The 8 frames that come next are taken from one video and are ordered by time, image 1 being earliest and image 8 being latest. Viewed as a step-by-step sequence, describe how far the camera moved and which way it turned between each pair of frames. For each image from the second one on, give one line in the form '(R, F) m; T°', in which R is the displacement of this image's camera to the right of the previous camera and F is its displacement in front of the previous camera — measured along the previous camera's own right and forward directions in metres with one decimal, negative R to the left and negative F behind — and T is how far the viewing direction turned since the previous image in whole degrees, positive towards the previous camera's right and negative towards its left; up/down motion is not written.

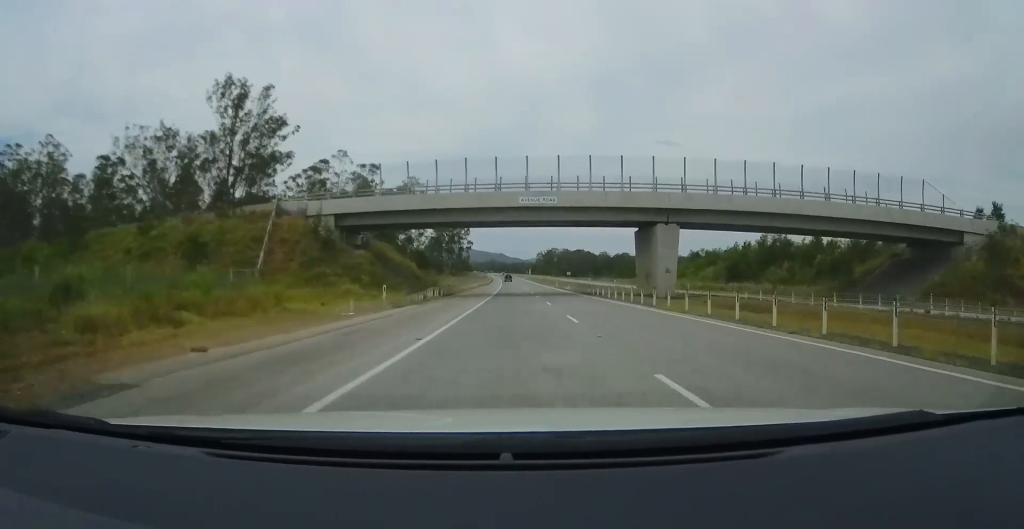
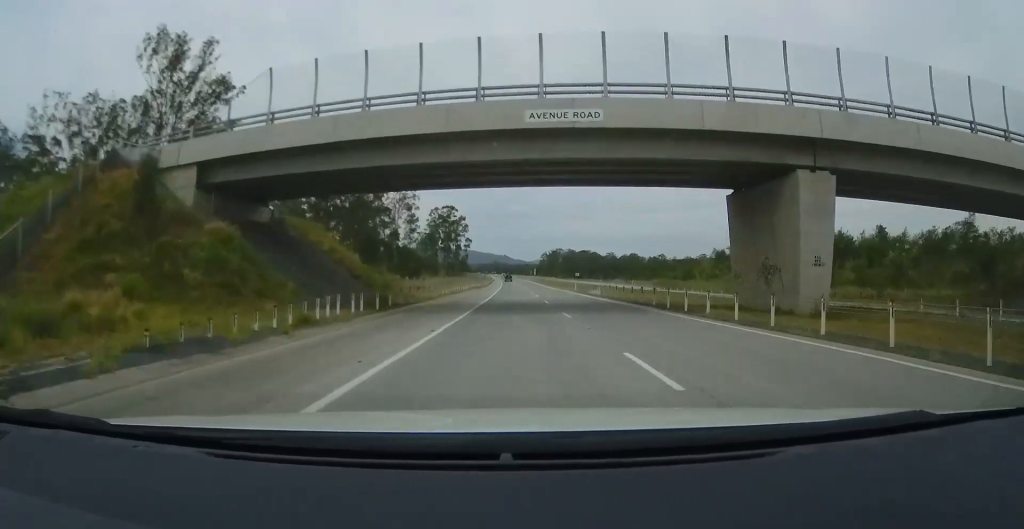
(0.0, +21.6) m; 0°
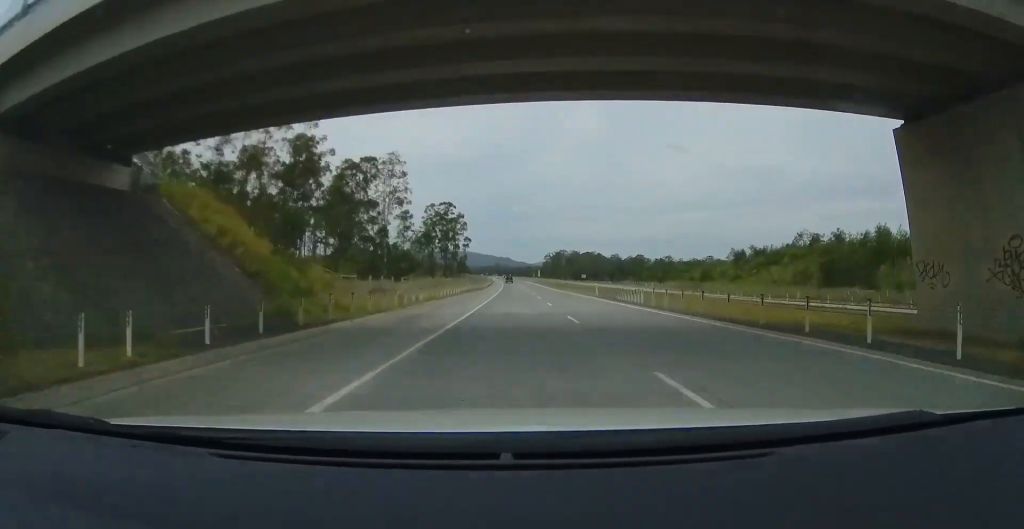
(+0.1, +14.4) m; -1°
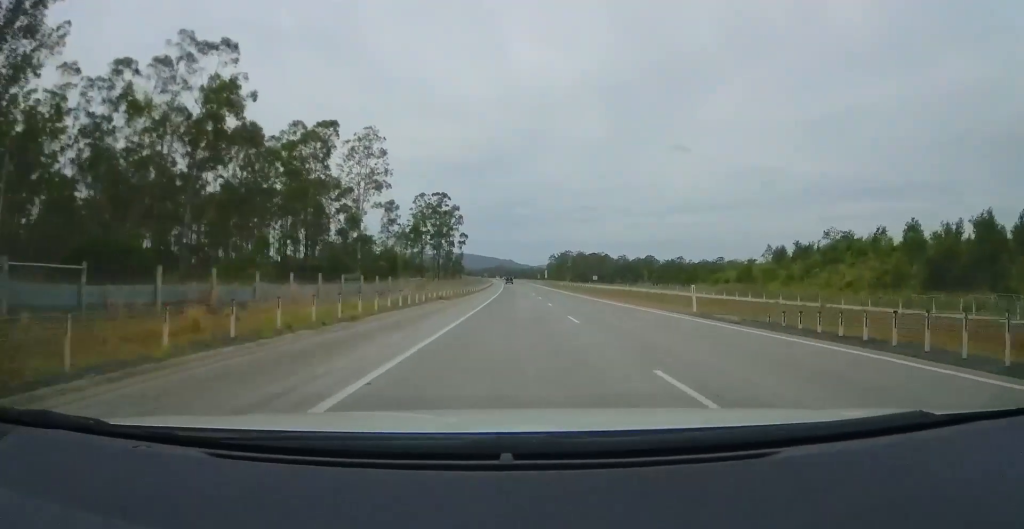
(-0.3, +24.0) m; -1°
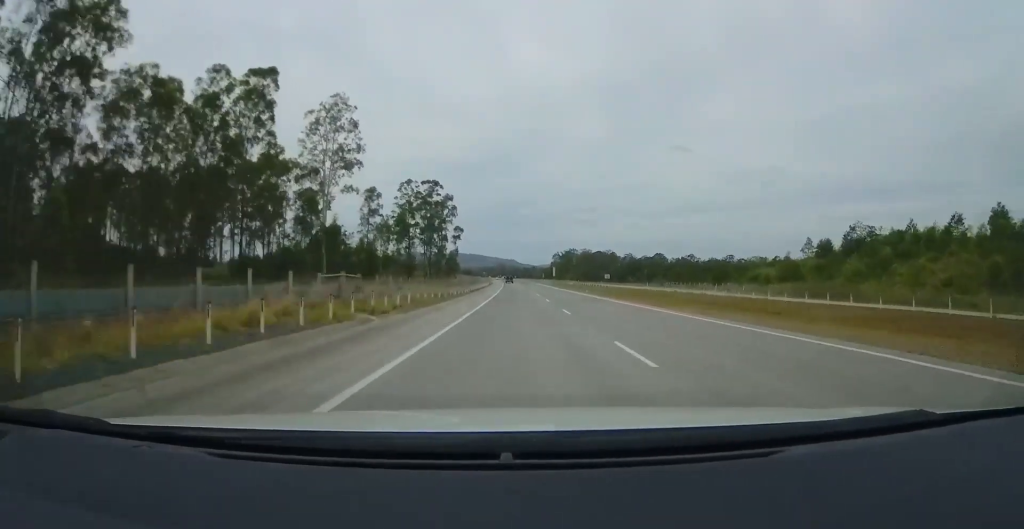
(-0.1, +20.5) m; 0°
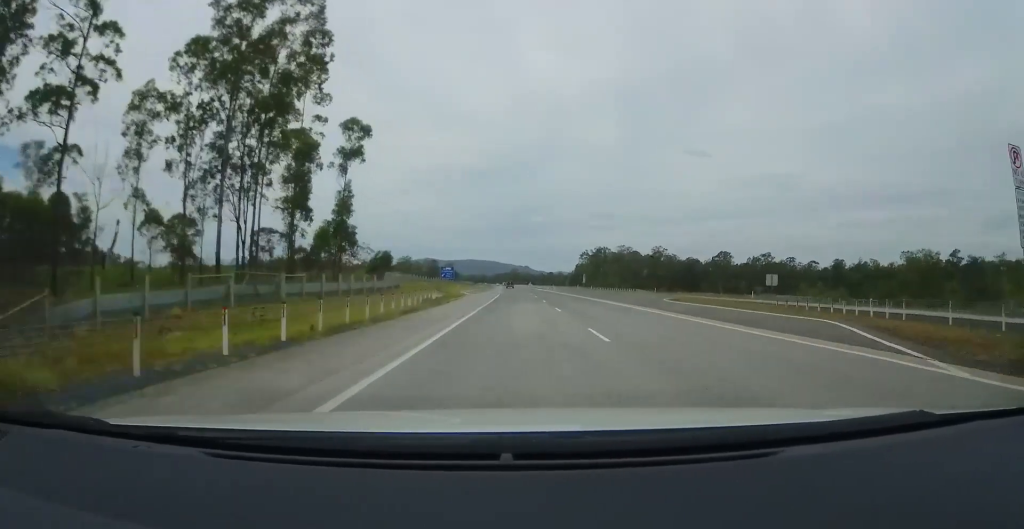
(-0.1, +106.2) m; -1°
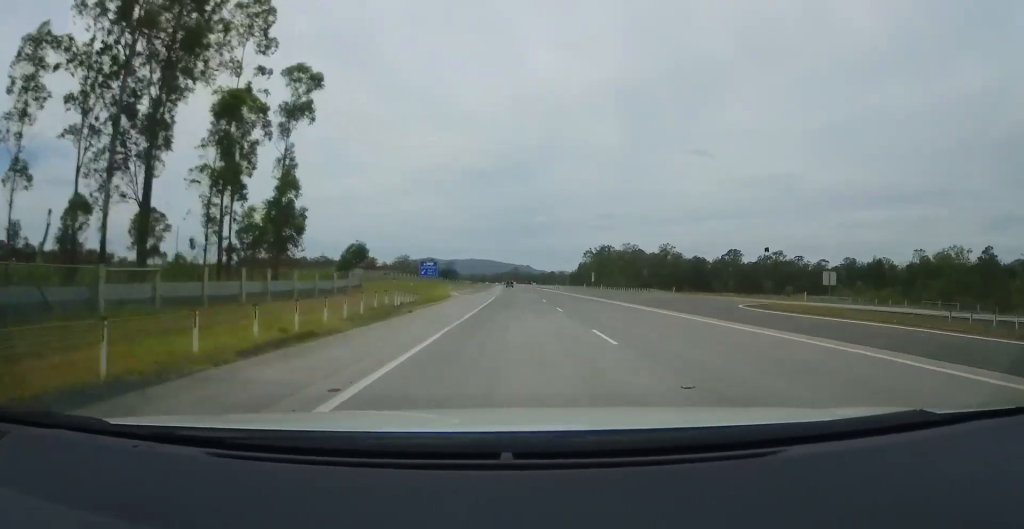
(-0.1, +13.0) m; 0°
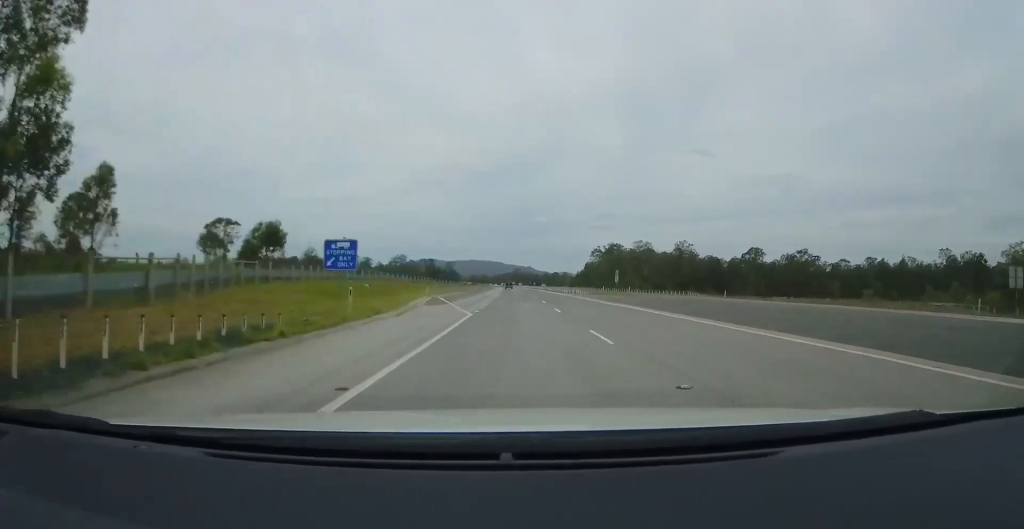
(-0.4, +23.6) m; 0°
